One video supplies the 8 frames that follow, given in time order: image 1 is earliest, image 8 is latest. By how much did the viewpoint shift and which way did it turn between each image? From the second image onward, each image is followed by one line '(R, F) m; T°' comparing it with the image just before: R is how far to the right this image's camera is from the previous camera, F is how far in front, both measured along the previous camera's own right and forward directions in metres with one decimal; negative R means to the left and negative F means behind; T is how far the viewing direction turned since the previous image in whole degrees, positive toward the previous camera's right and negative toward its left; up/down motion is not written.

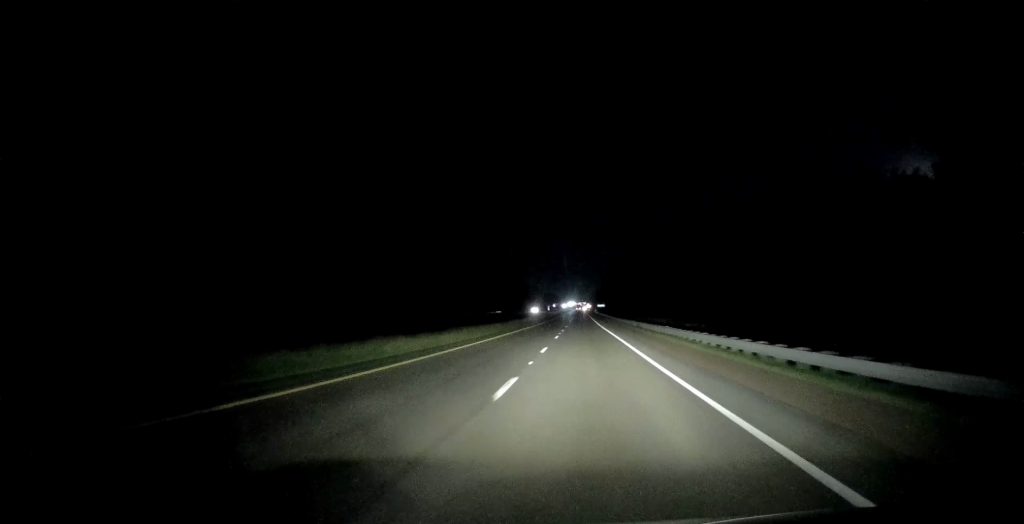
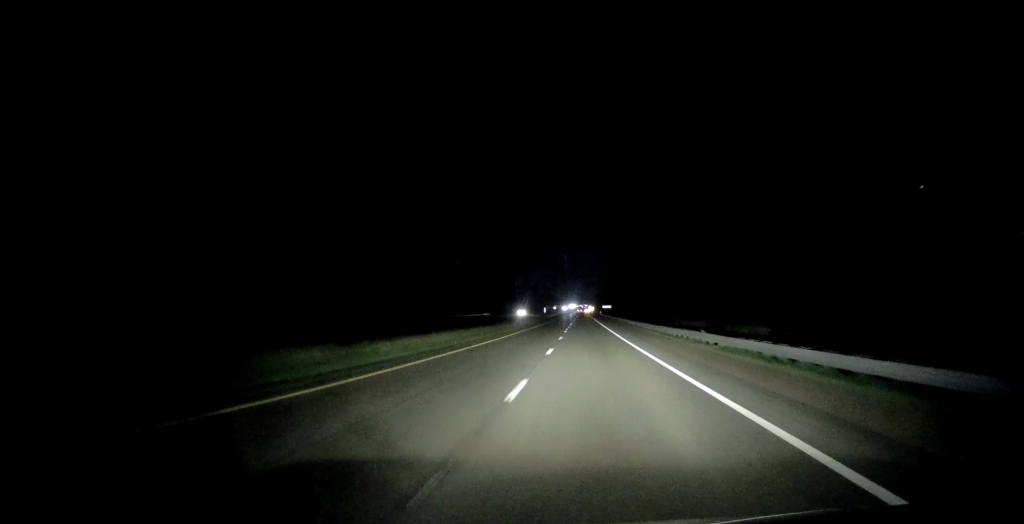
(+0.1, +38.1) m; 0°
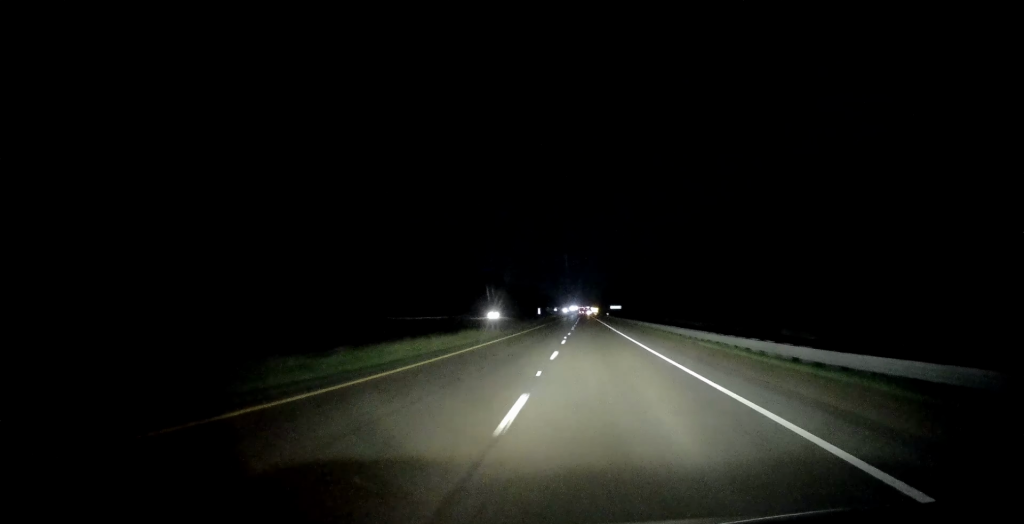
(+0.1, +39.7) m; 0°
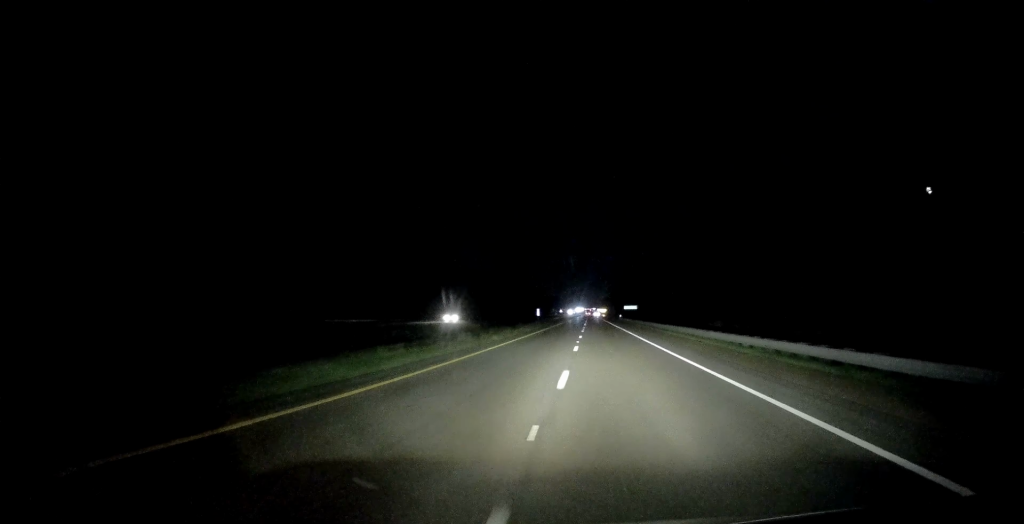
(0.0, +28.9) m; +1°
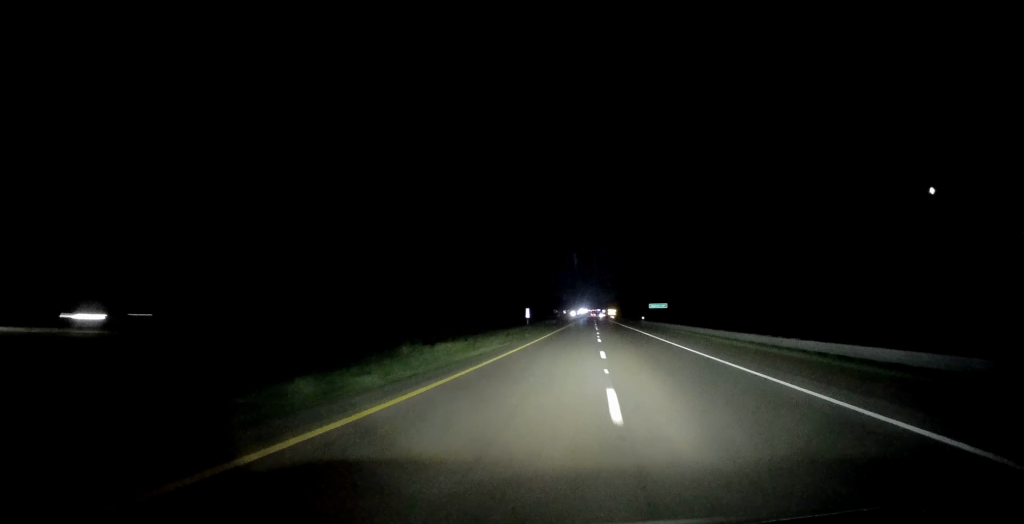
(+0.1, +40.9) m; -1°
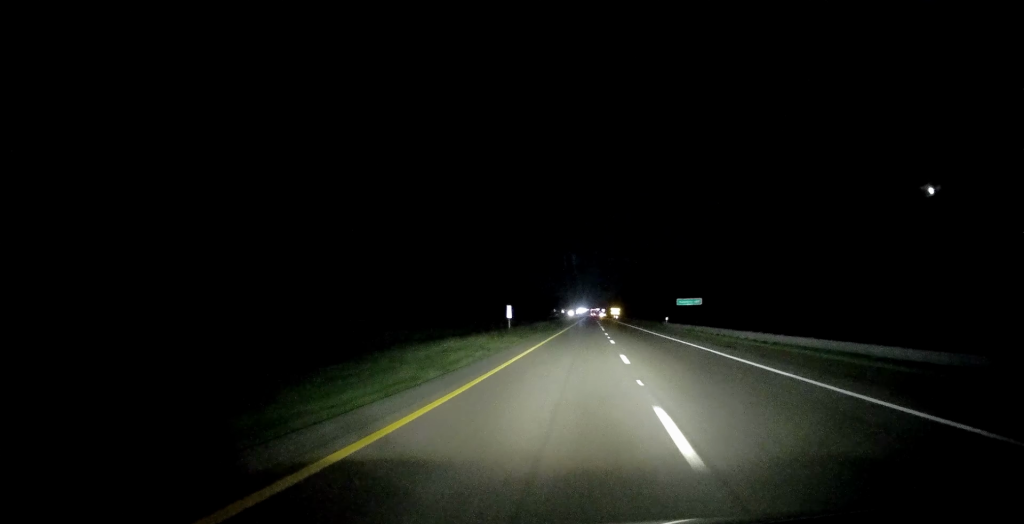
(-0.6, +27.1) m; -1°
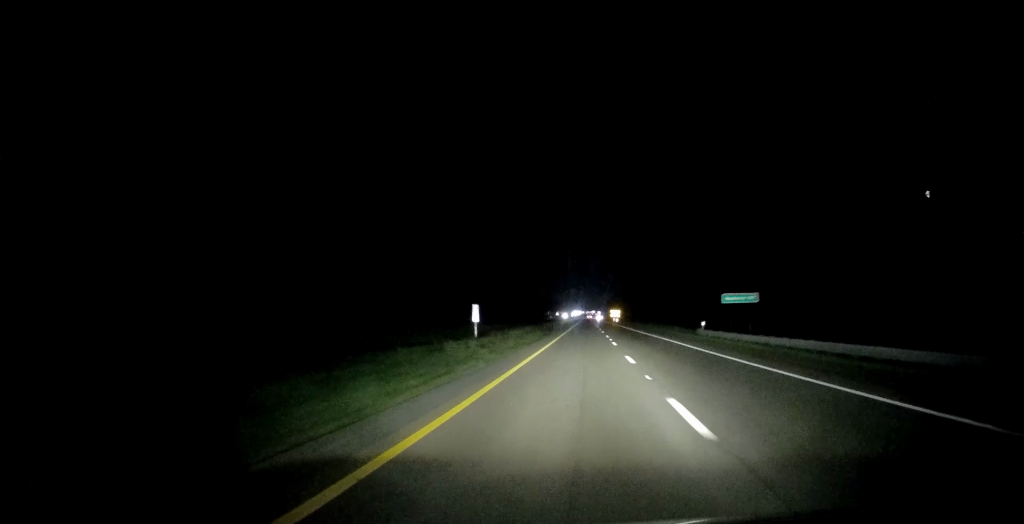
(0.0, +22.8) m; +1°
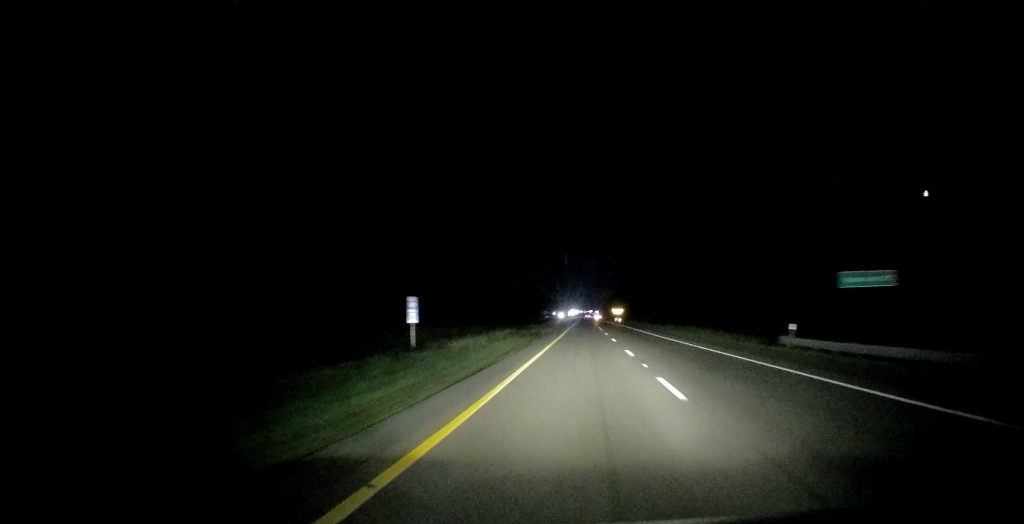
(+0.2, +20.6) m; +1°
